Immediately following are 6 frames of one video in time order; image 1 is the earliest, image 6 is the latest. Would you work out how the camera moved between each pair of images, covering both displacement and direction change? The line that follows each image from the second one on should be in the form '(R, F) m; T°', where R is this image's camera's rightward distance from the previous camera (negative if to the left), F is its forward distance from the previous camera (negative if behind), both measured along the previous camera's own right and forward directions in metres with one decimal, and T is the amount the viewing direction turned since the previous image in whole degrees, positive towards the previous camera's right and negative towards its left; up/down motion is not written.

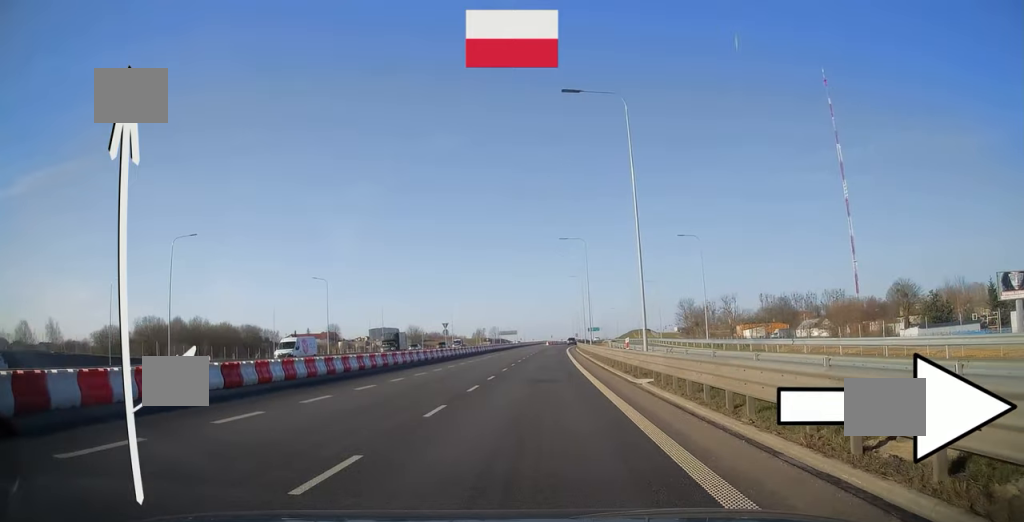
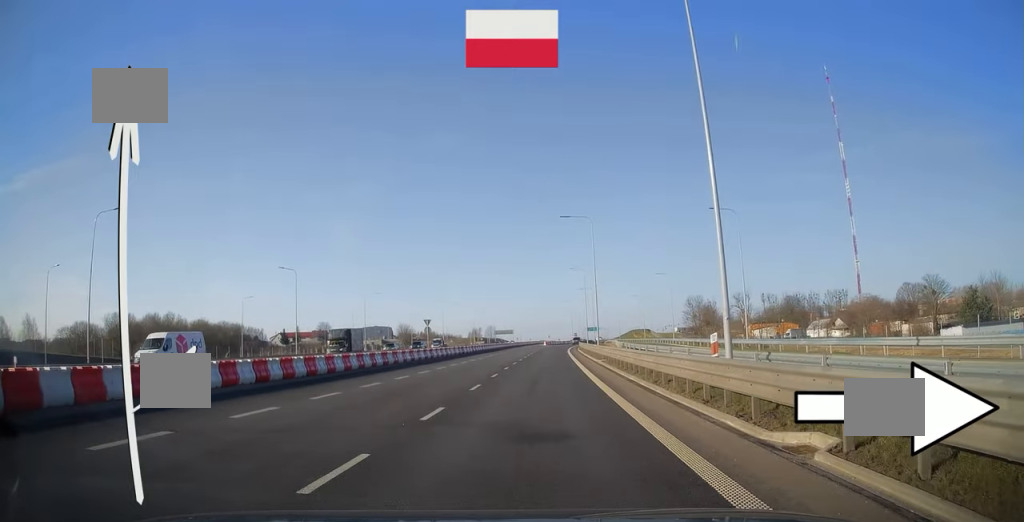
(0.0, +11.7) m; 0°
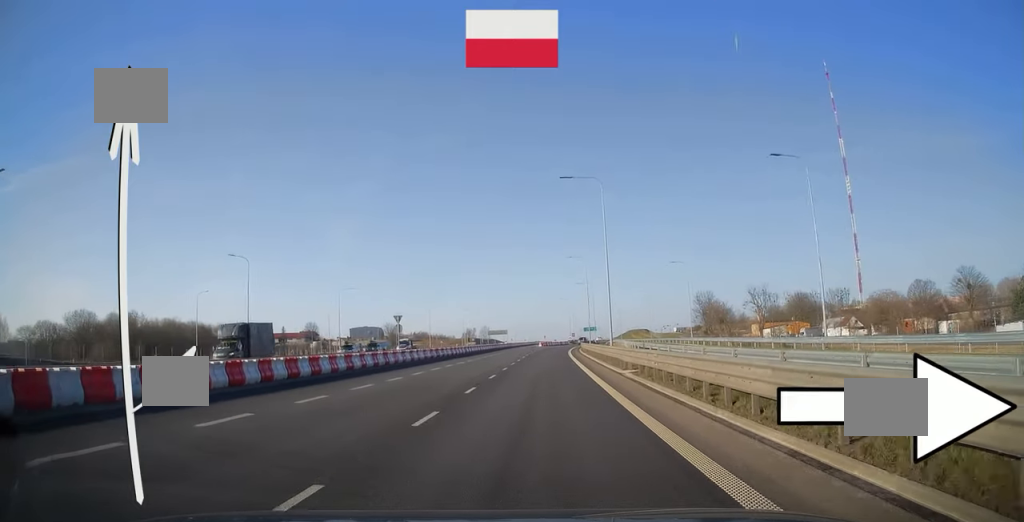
(0.0, +13.4) m; +1°
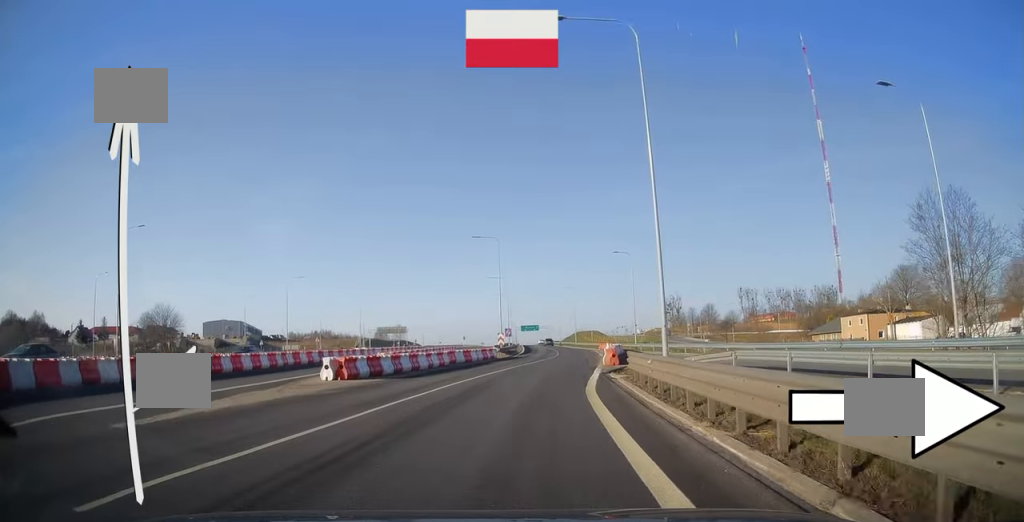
(+4.2, +101.4) m; +7°
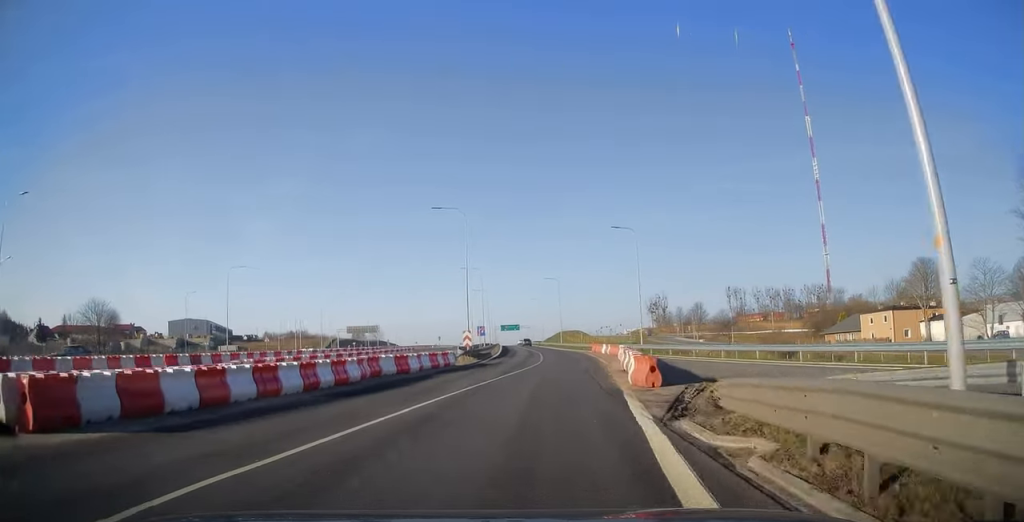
(+0.5, +14.1) m; +1°
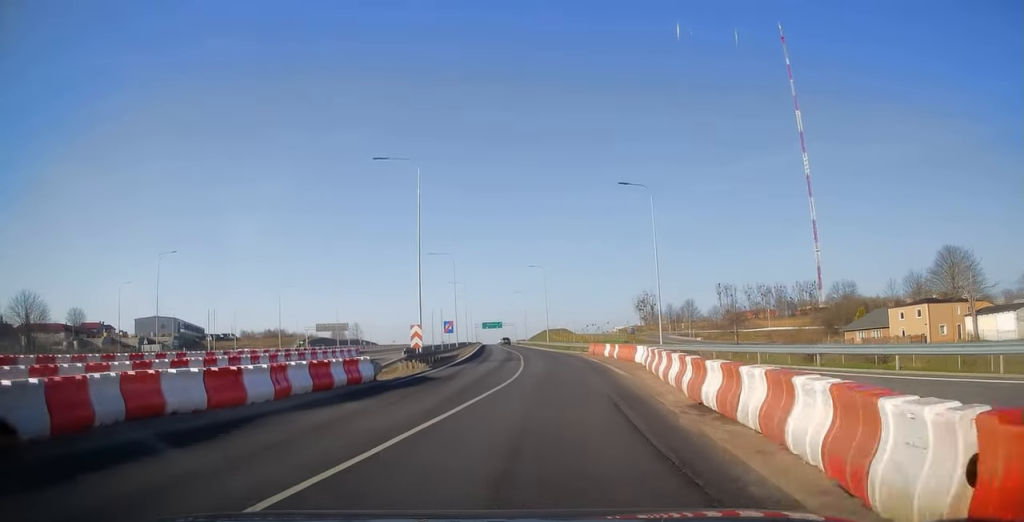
(+0.3, +13.7) m; +1°
